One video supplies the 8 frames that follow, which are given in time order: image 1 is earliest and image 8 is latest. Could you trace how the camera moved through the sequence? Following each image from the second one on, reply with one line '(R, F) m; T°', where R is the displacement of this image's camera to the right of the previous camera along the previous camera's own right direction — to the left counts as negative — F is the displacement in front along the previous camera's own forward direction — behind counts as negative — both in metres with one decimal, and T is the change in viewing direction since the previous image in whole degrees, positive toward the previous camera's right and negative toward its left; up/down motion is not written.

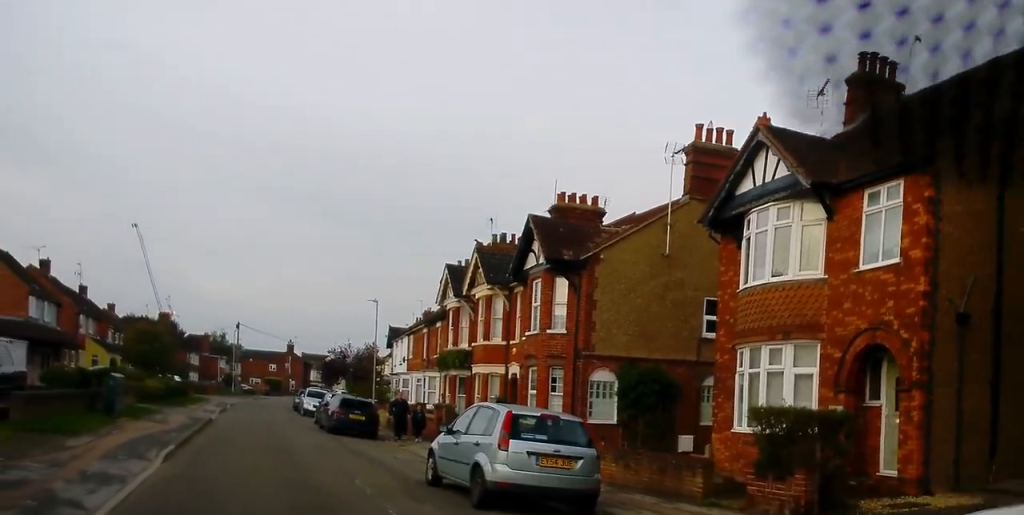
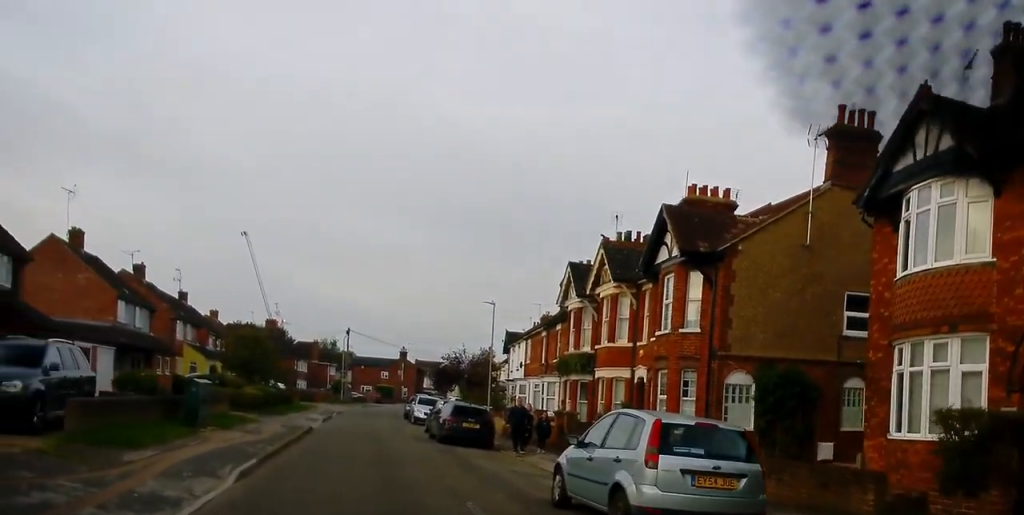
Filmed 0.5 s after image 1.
(-0.3, +2.0) m; -5°
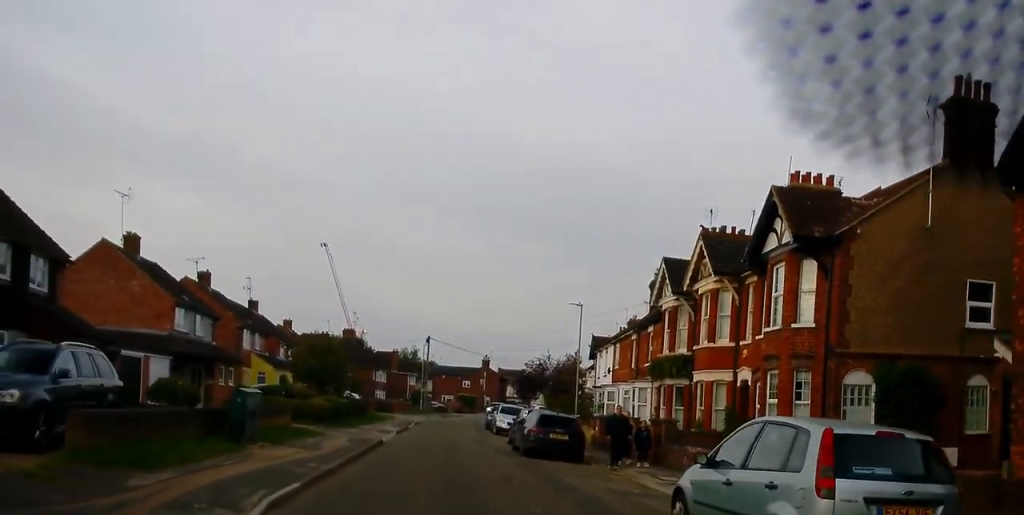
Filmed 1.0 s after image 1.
(-0.1, +2.5) m; -4°
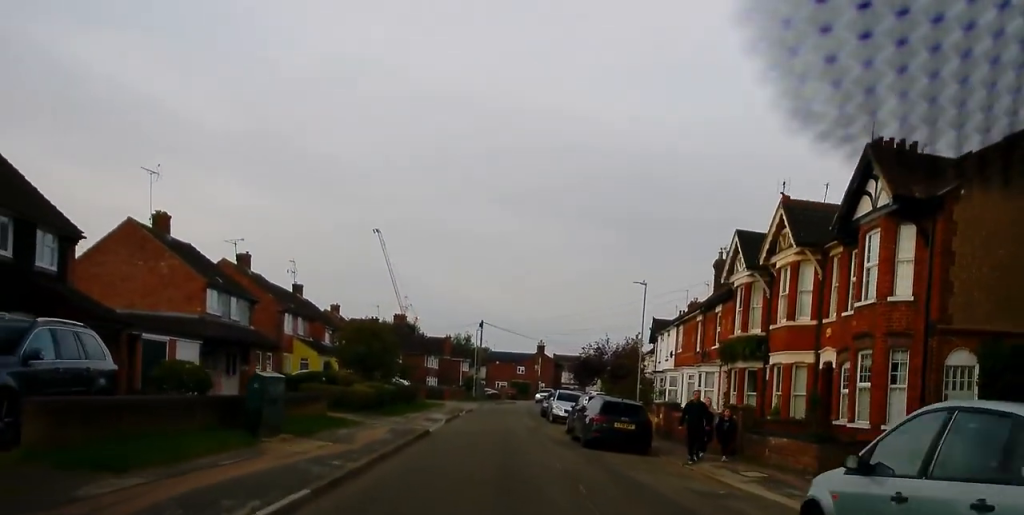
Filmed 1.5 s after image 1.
(0.0, +2.4) m; -1°
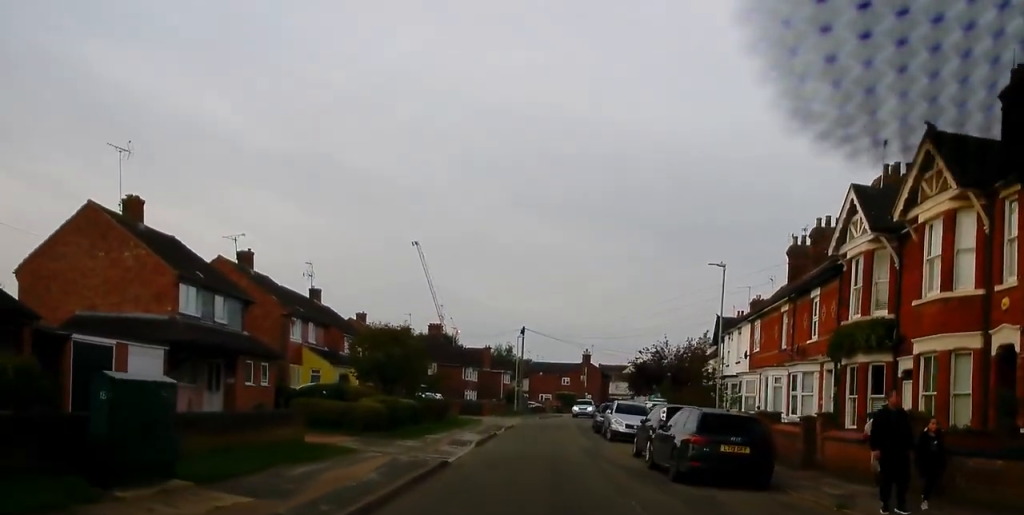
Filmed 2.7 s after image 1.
(-0.1, +6.8) m; -3°
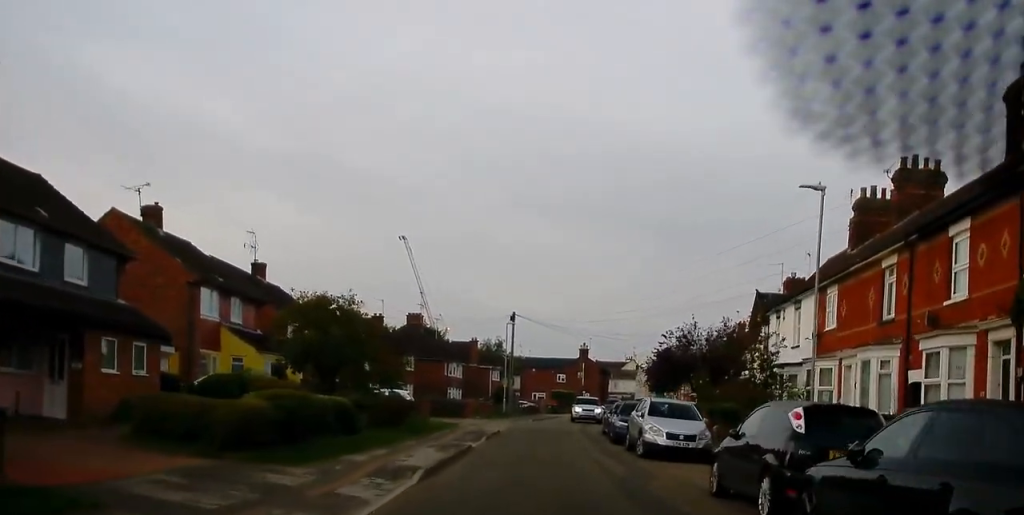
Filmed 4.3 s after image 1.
(-0.7, +10.2) m; -3°
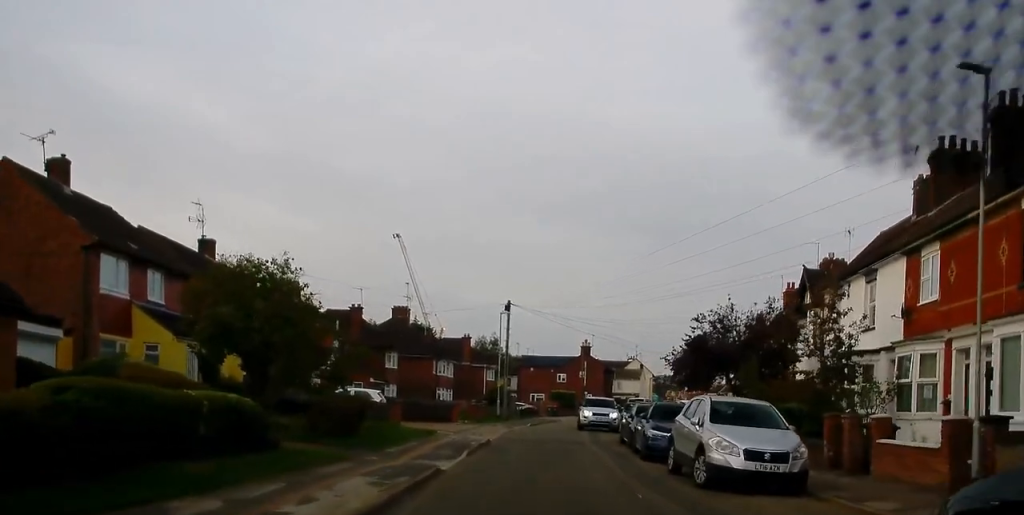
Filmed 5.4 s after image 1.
(+0.3, +7.1) m; +4°
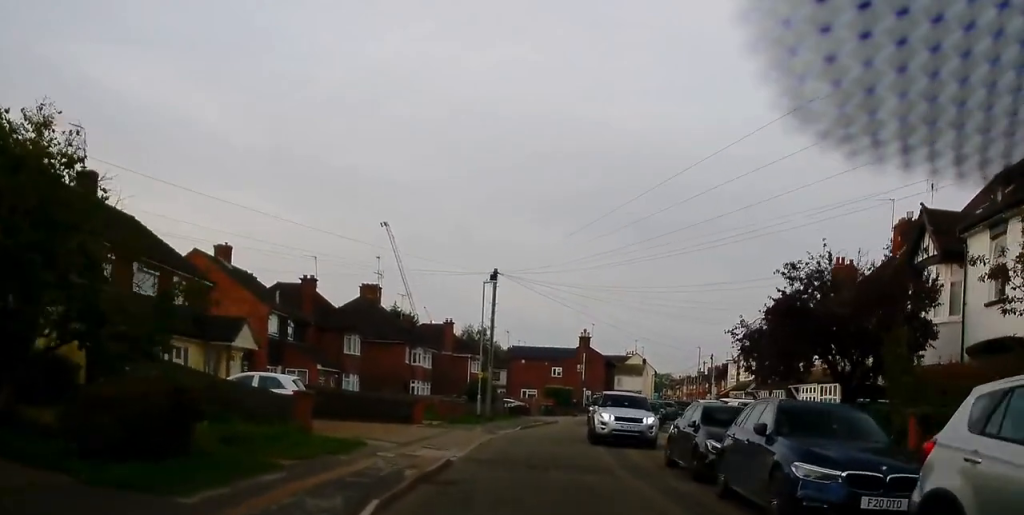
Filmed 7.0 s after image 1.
(+0.2, +10.5) m; -1°
